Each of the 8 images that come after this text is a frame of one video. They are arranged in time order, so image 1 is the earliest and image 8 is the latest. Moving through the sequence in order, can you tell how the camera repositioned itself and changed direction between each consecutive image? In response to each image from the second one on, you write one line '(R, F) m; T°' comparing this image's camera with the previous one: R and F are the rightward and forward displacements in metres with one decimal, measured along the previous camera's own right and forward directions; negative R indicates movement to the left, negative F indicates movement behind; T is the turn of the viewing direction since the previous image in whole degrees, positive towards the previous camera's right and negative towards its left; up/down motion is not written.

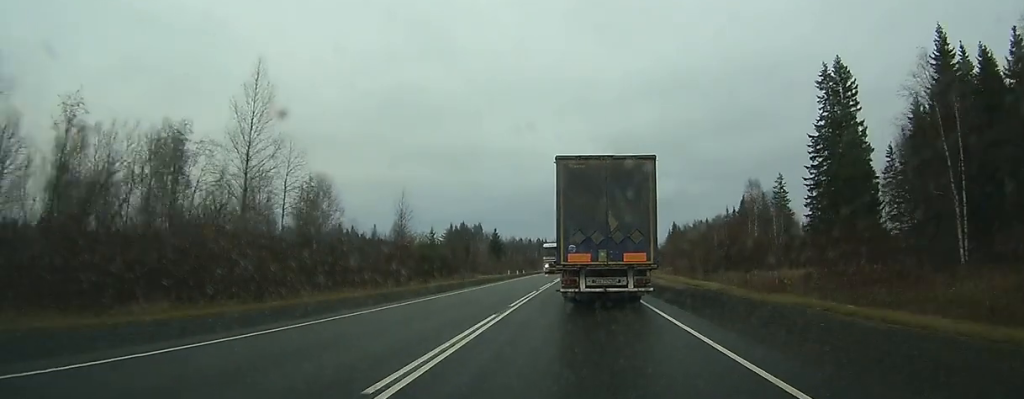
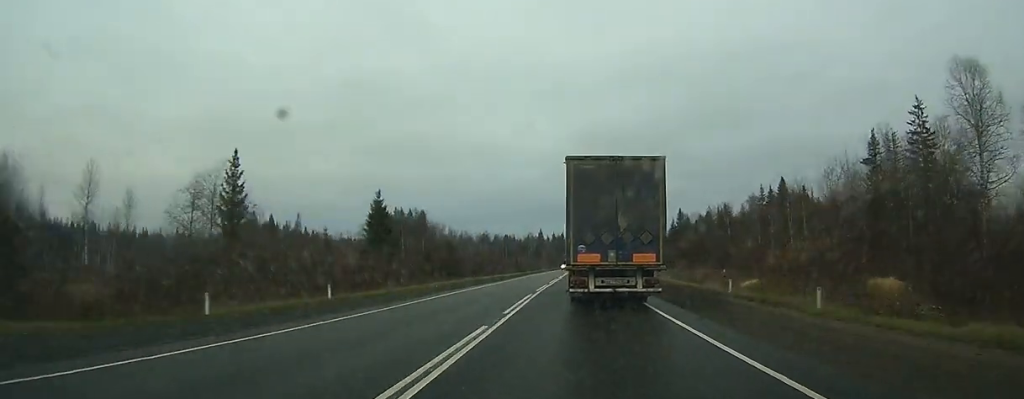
(+0.9, +74.0) m; +2°
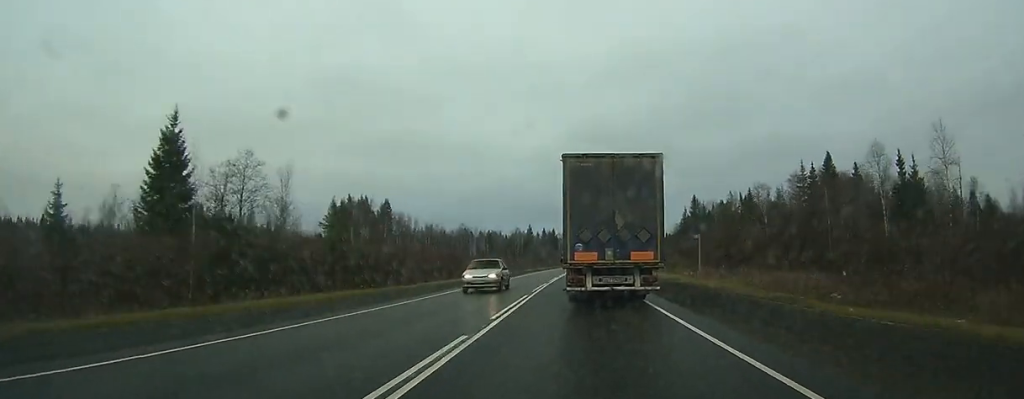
(+0.5, +37.7) m; +1°
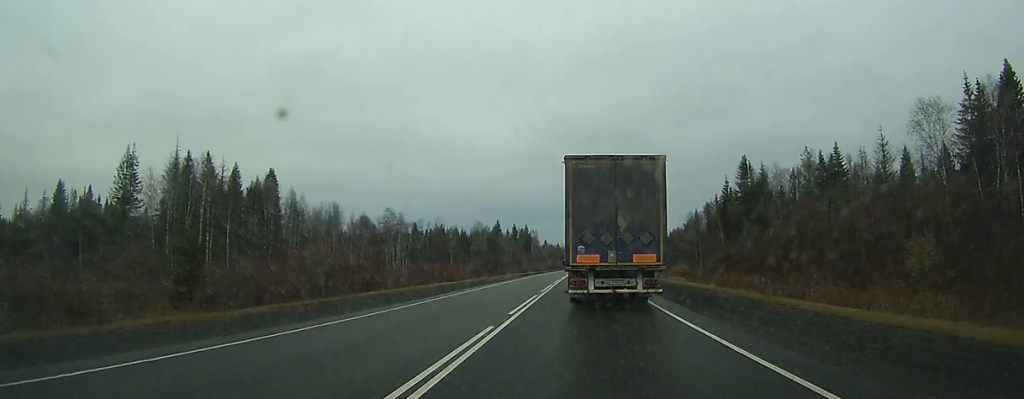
(+1.4, +69.2) m; +2°
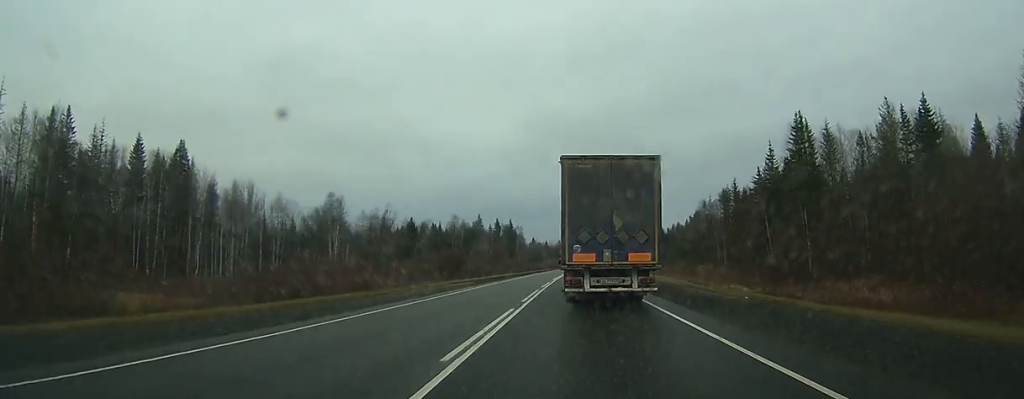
(+0.2, +31.5) m; +1°
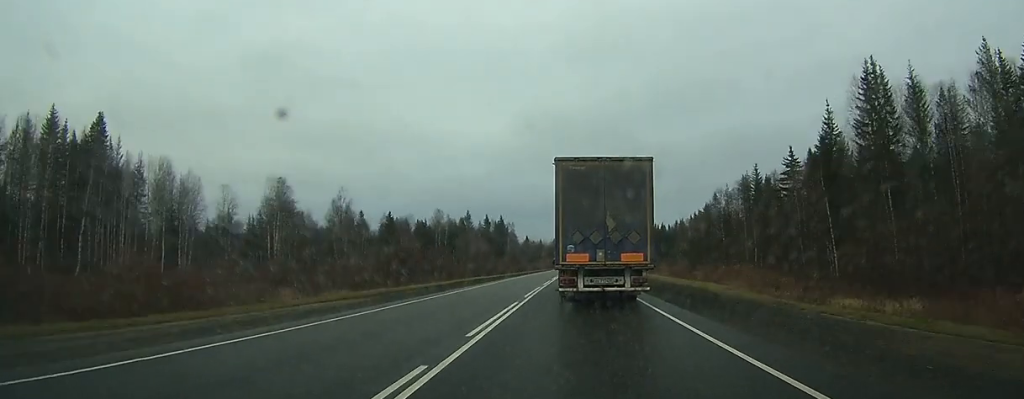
(0.0, +21.5) m; 0°
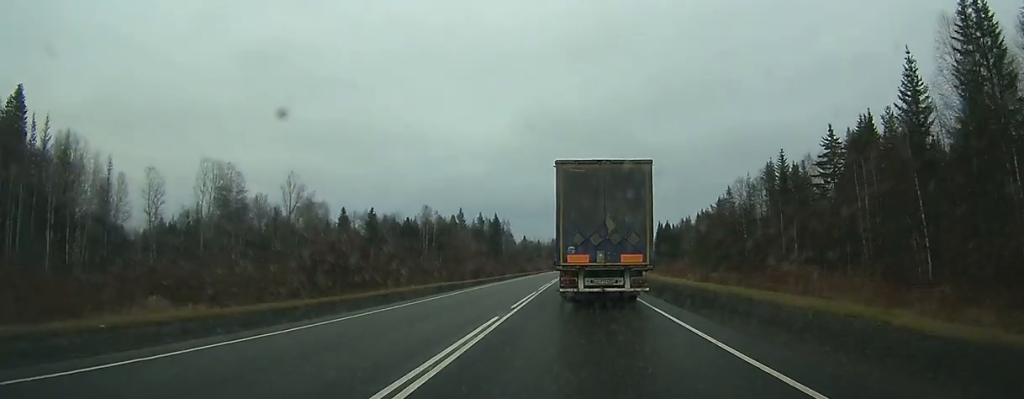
(+0.1, +17.1) m; 0°
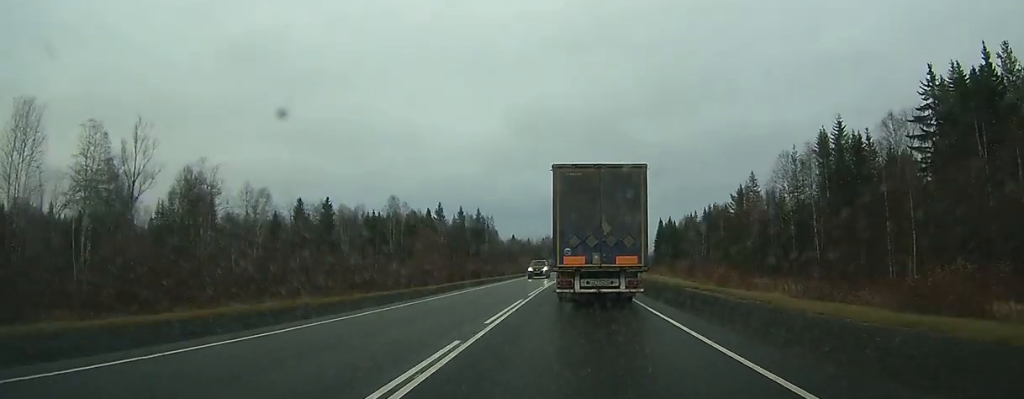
(+0.1, +28.6) m; +1°
